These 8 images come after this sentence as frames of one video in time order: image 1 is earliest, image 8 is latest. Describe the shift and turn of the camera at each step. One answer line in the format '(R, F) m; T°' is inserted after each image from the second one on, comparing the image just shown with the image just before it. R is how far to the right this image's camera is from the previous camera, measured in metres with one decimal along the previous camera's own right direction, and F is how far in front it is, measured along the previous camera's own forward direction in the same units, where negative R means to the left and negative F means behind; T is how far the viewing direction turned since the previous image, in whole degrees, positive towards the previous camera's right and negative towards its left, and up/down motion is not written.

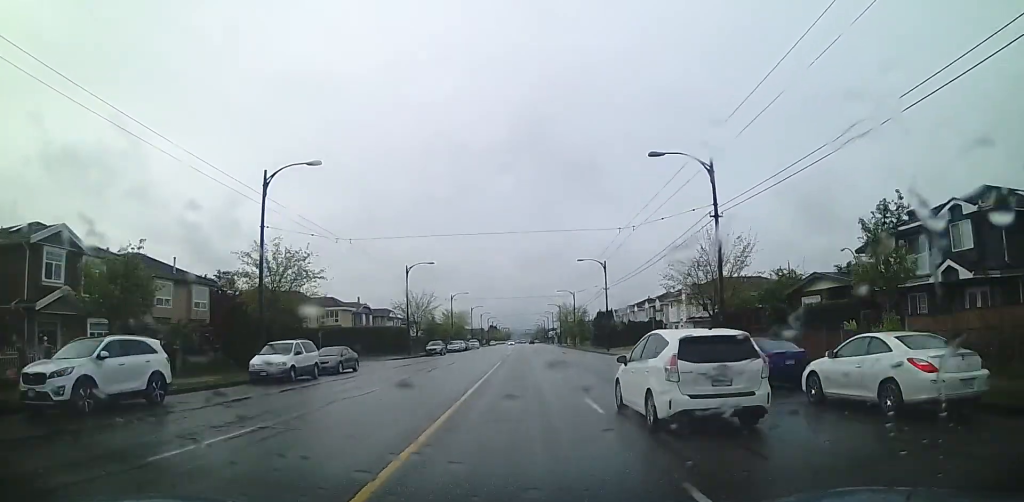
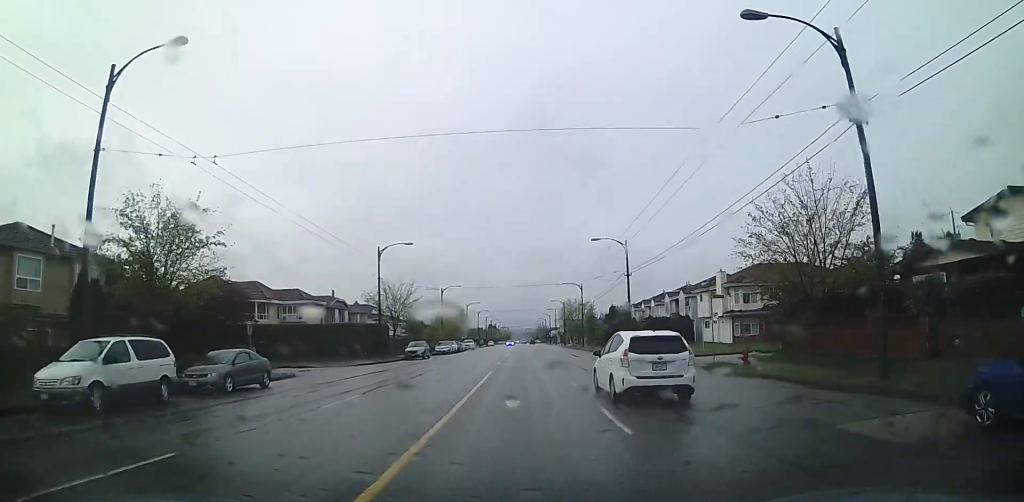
(-0.2, +12.3) m; -1°
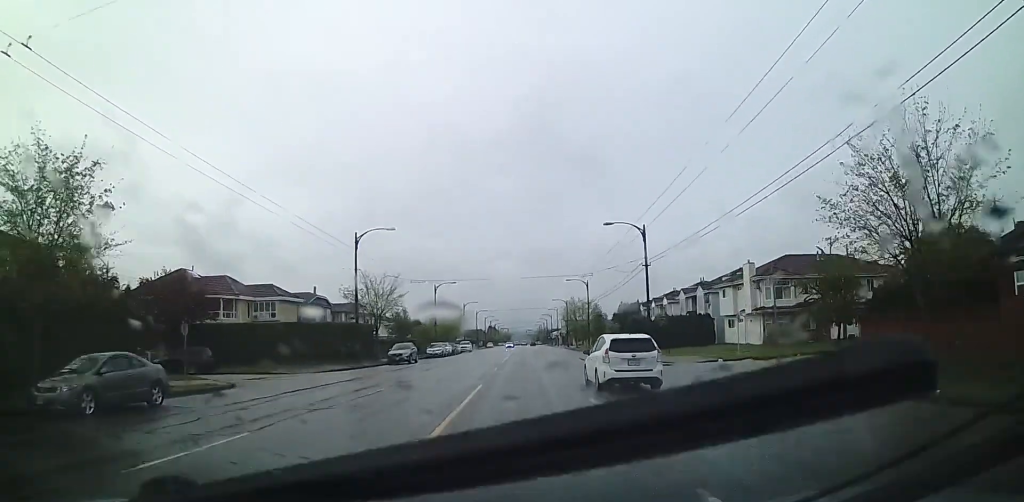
(0.0, +7.4) m; 0°
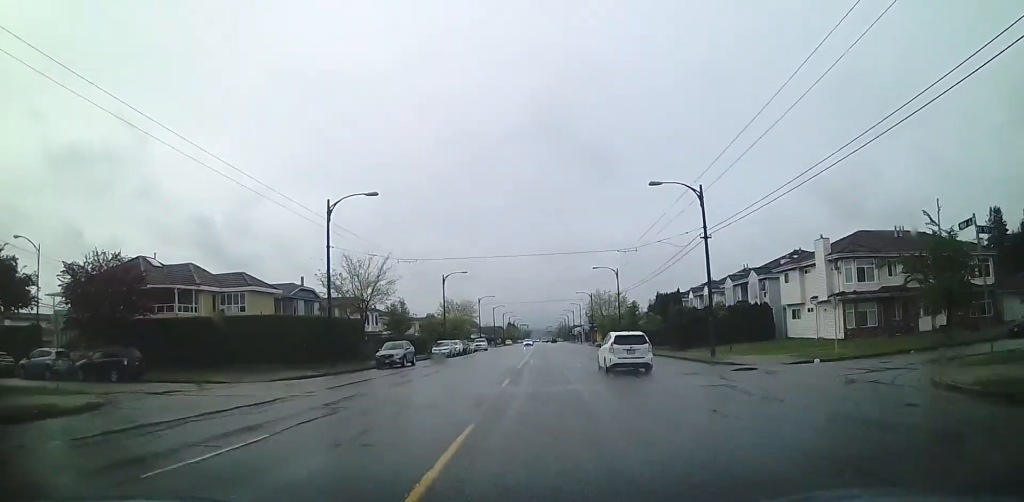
(0.0, +10.9) m; -1°
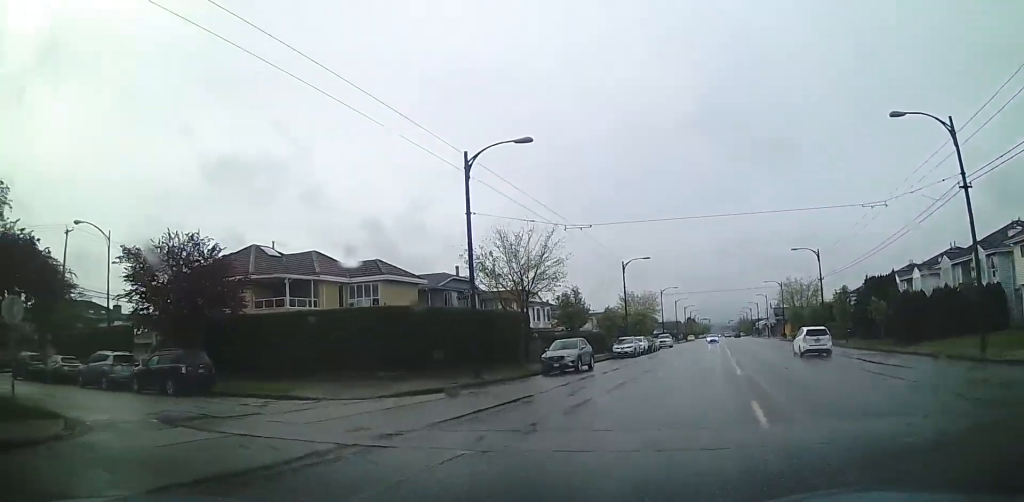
(-0.3, +11.1) m; -5°
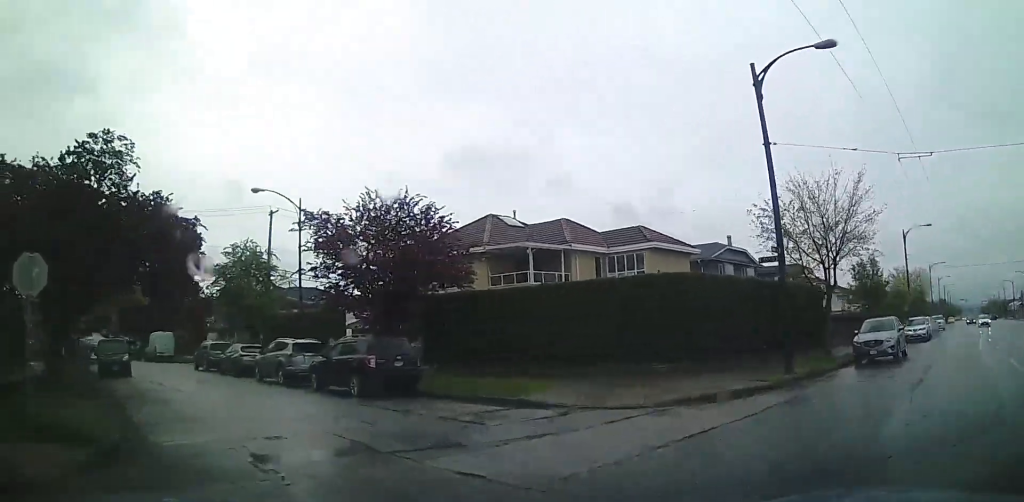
(-0.5, +9.1) m; -11°
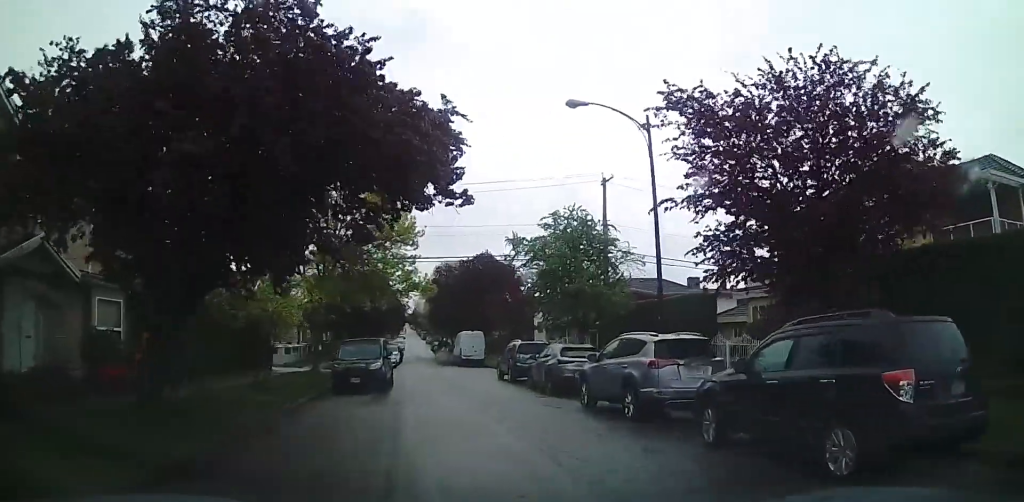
(-5.0, +11.9) m; -52°
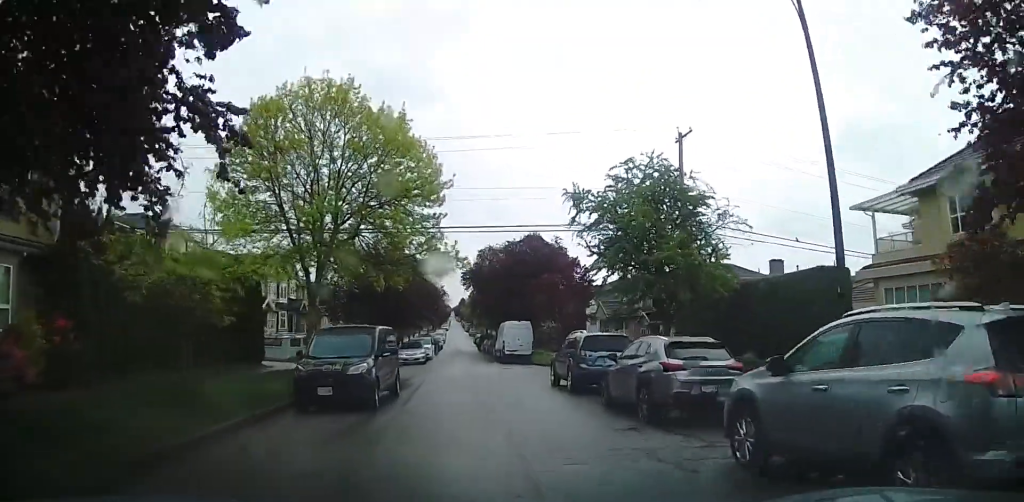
(-1.6, +9.0) m; -8°
